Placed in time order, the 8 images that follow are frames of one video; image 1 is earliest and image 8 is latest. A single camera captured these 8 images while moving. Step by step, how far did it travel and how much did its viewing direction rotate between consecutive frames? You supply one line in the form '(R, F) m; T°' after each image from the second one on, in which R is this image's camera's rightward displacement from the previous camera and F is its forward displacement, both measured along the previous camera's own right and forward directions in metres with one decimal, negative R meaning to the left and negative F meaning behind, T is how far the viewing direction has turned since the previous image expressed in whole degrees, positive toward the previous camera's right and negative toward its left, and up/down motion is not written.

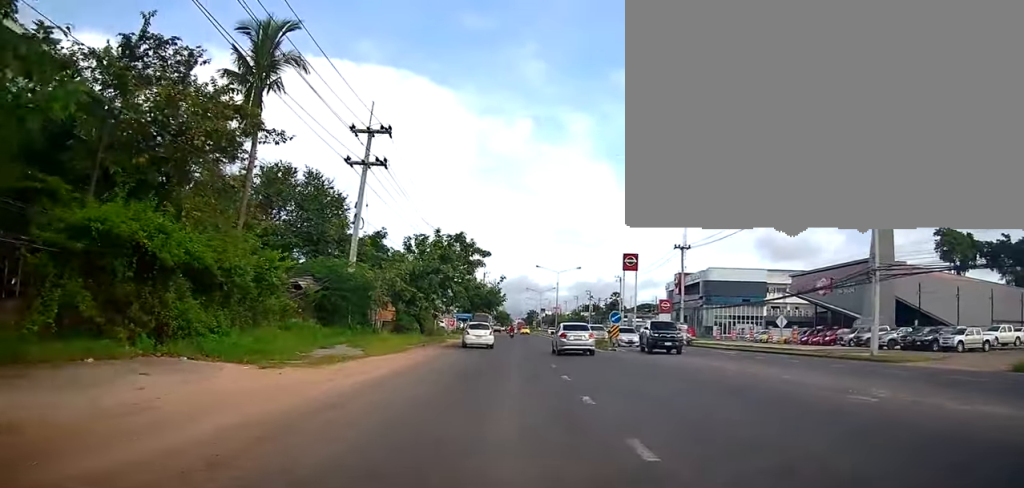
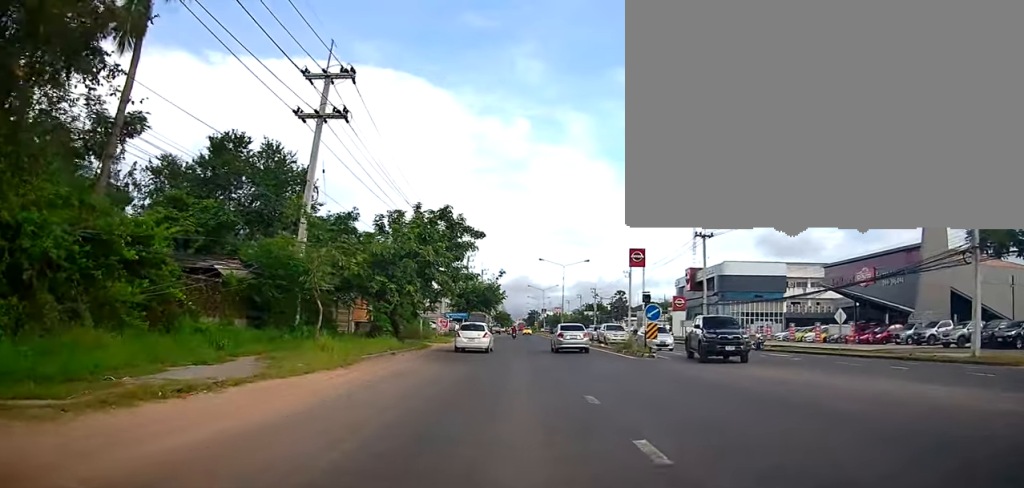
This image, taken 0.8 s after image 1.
(-0.1, +8.8) m; -1°
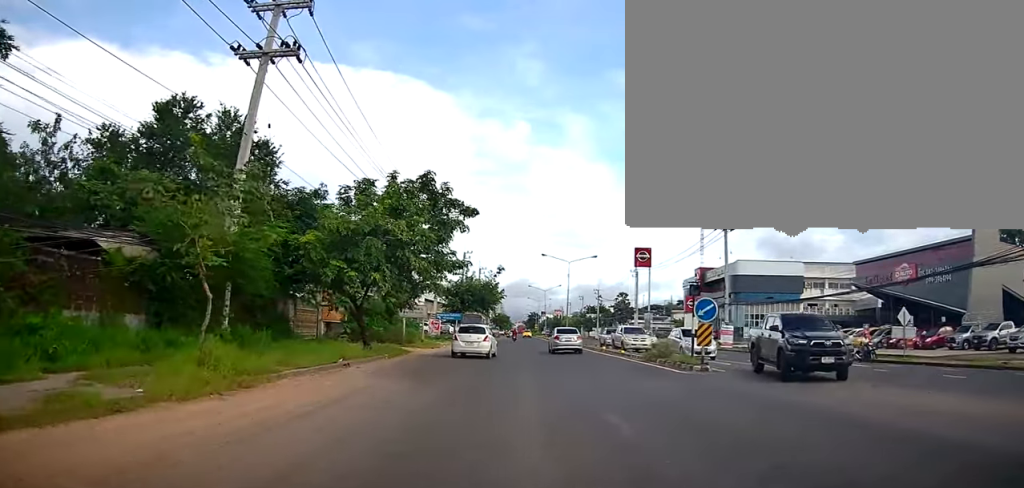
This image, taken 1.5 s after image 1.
(0.0, +7.0) m; -1°
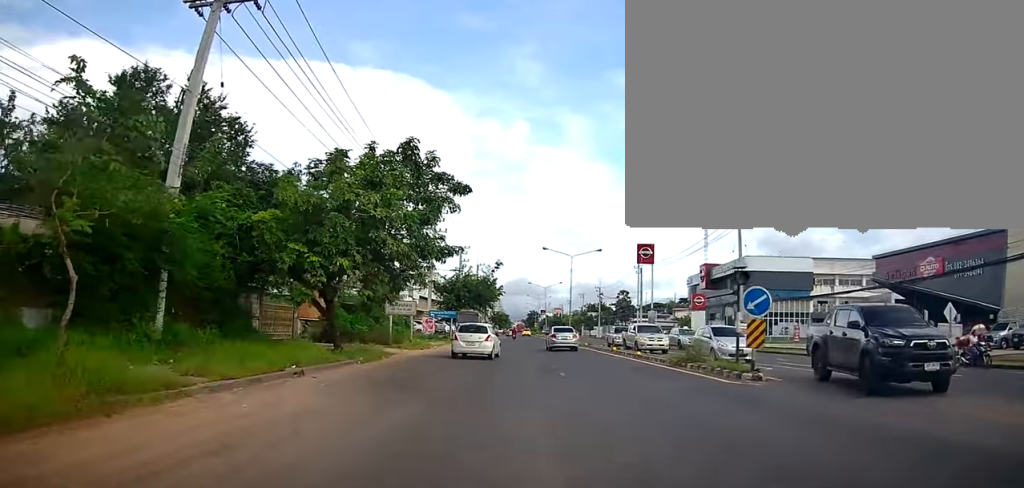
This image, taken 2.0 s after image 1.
(-0.1, +3.9) m; 0°
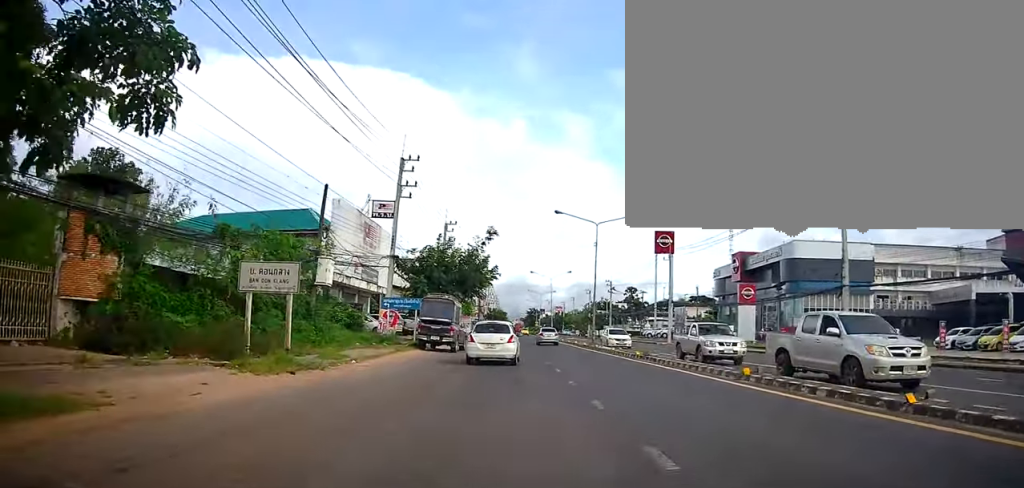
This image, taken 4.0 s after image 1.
(+0.6, +18.5) m; +4°
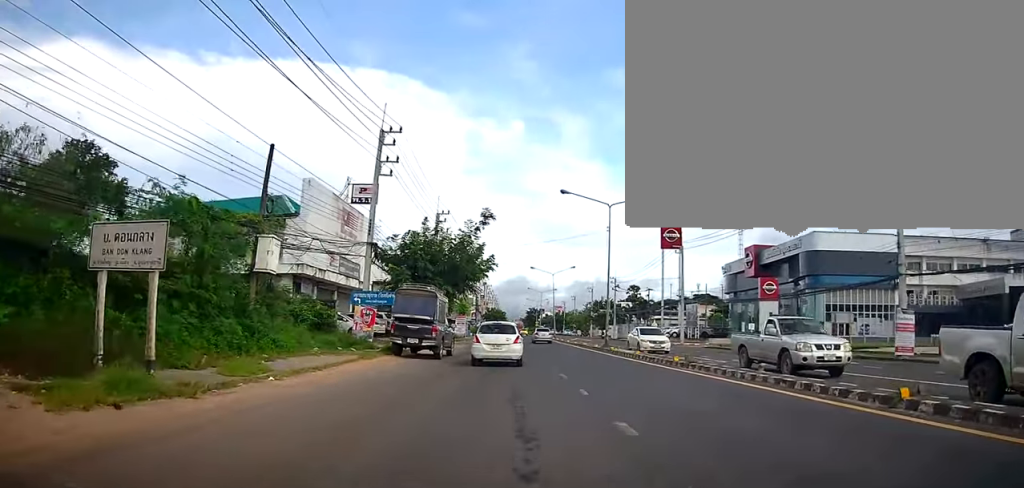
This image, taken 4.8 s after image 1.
(+0.1, +6.1) m; +2°
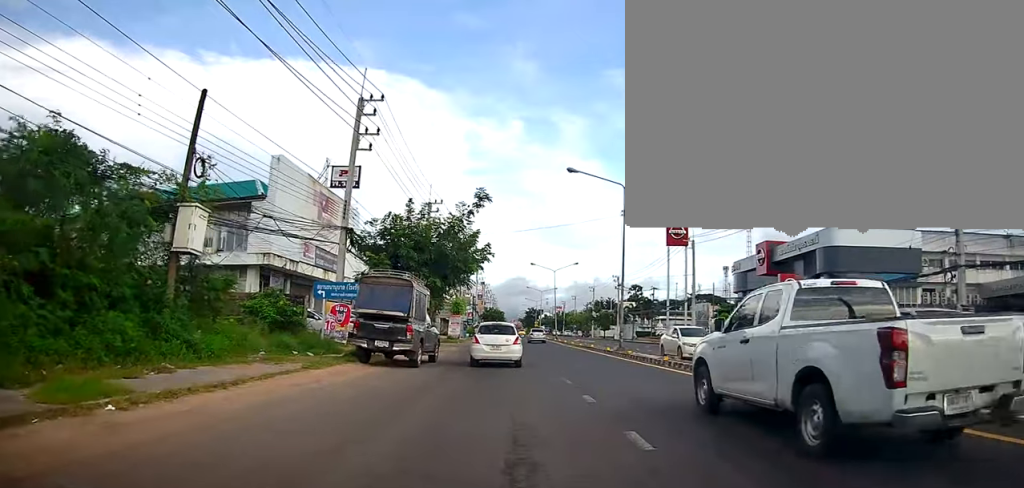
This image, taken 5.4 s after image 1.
(+0.1, +4.8) m; +1°
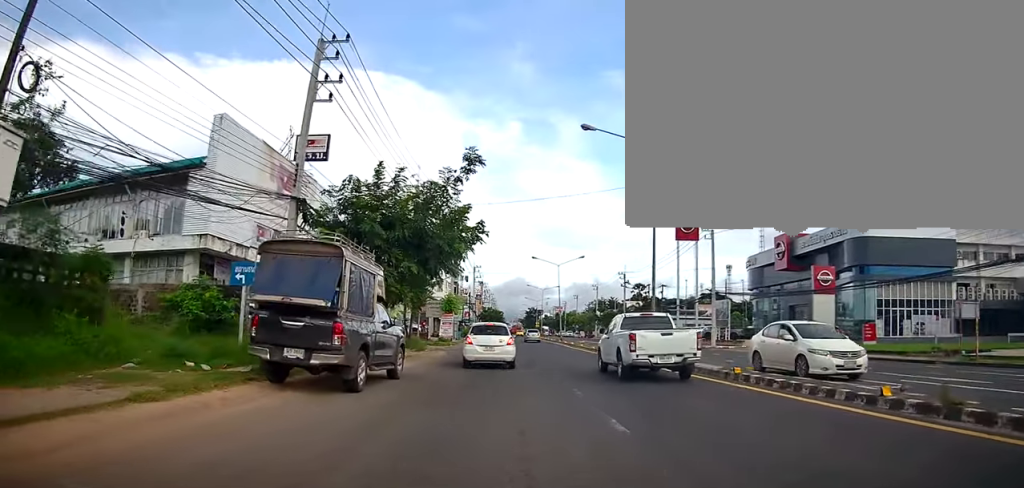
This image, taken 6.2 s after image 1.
(0.0, +6.5) m; -5°
